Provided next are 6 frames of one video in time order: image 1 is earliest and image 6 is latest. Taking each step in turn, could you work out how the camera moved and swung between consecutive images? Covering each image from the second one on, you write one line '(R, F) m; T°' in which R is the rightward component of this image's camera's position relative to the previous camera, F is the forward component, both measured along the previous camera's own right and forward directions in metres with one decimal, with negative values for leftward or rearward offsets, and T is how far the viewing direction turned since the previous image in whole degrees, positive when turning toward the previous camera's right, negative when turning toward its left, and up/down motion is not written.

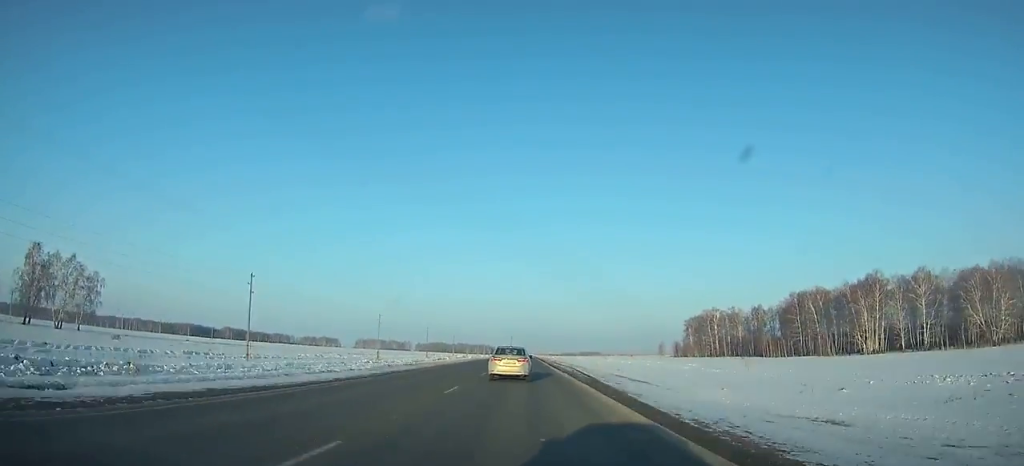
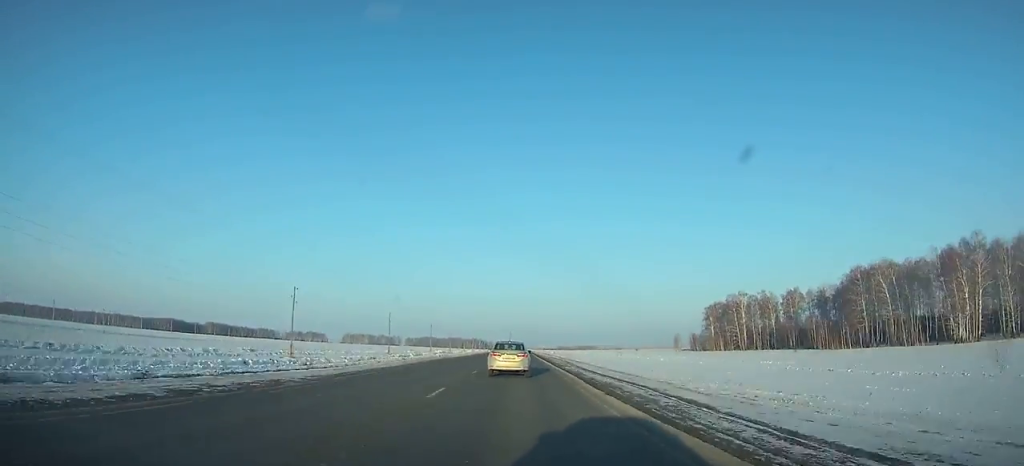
(0.0, +39.5) m; 0°
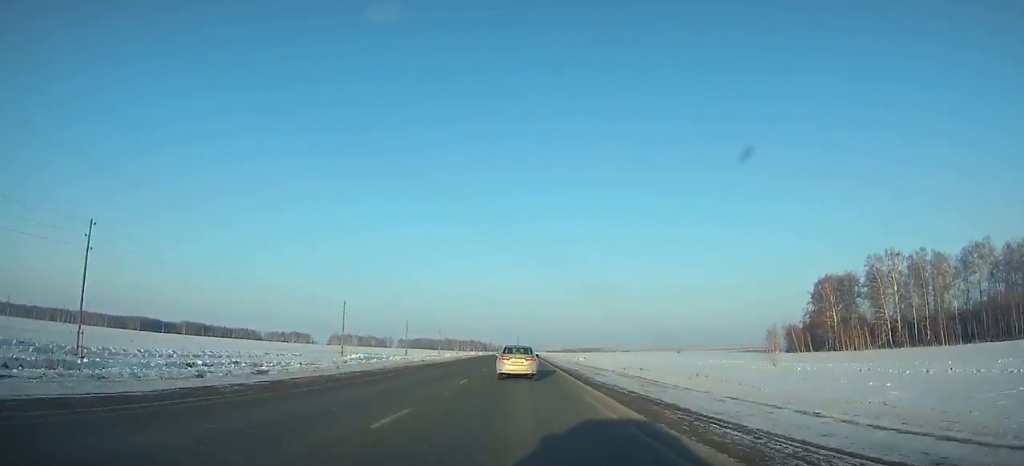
(0.0, +93.3) m; 0°
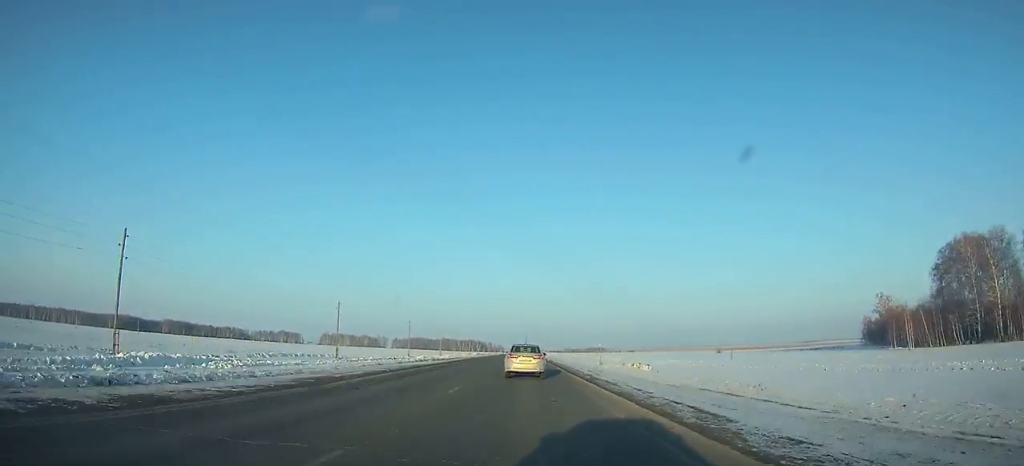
(-0.1, +53.8) m; 0°
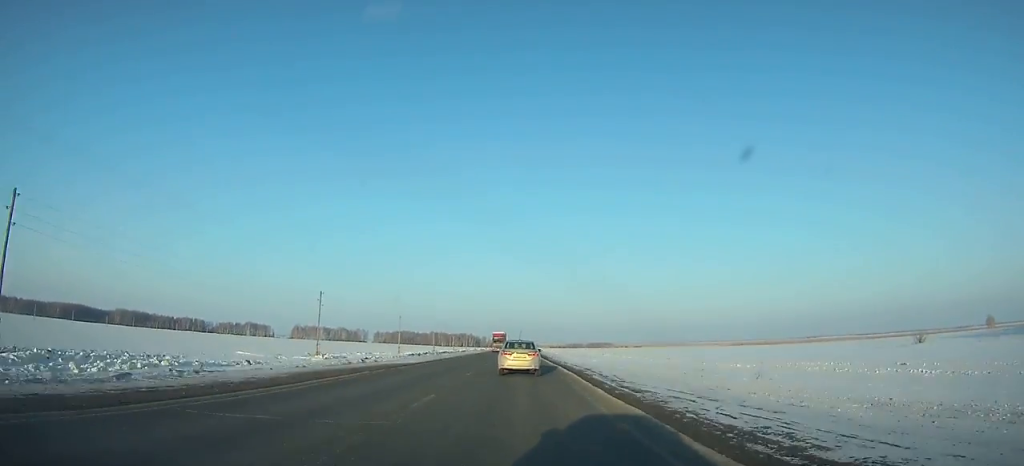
(+0.4, +116.7) m; 0°
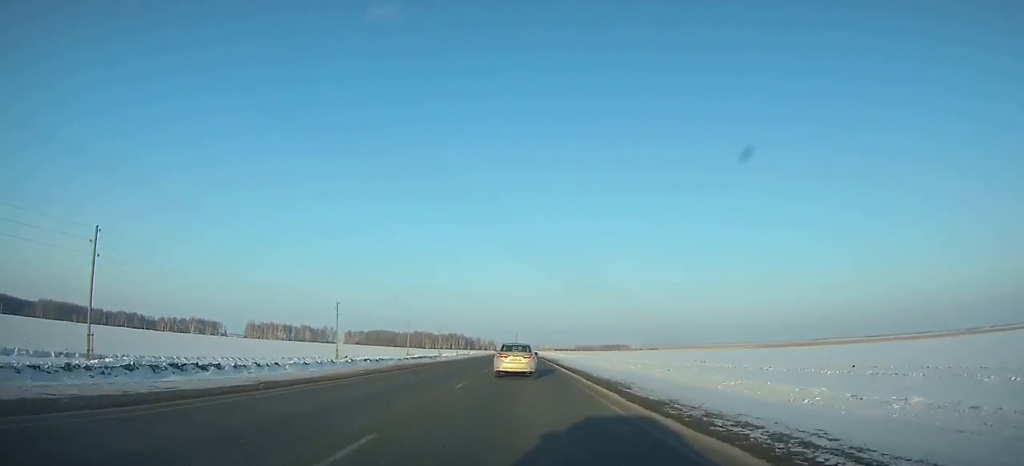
(-0.9, +154.9) m; 0°
